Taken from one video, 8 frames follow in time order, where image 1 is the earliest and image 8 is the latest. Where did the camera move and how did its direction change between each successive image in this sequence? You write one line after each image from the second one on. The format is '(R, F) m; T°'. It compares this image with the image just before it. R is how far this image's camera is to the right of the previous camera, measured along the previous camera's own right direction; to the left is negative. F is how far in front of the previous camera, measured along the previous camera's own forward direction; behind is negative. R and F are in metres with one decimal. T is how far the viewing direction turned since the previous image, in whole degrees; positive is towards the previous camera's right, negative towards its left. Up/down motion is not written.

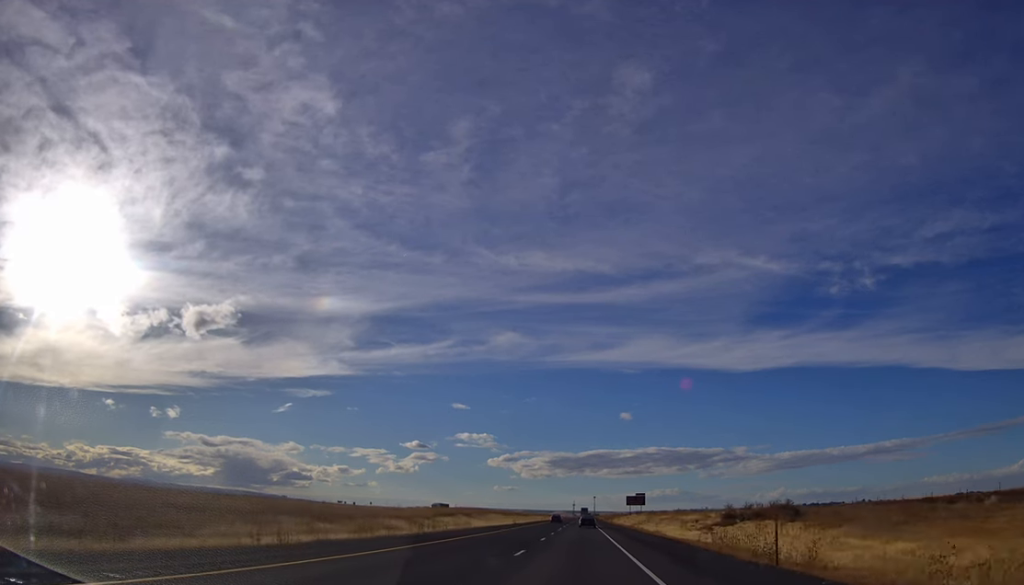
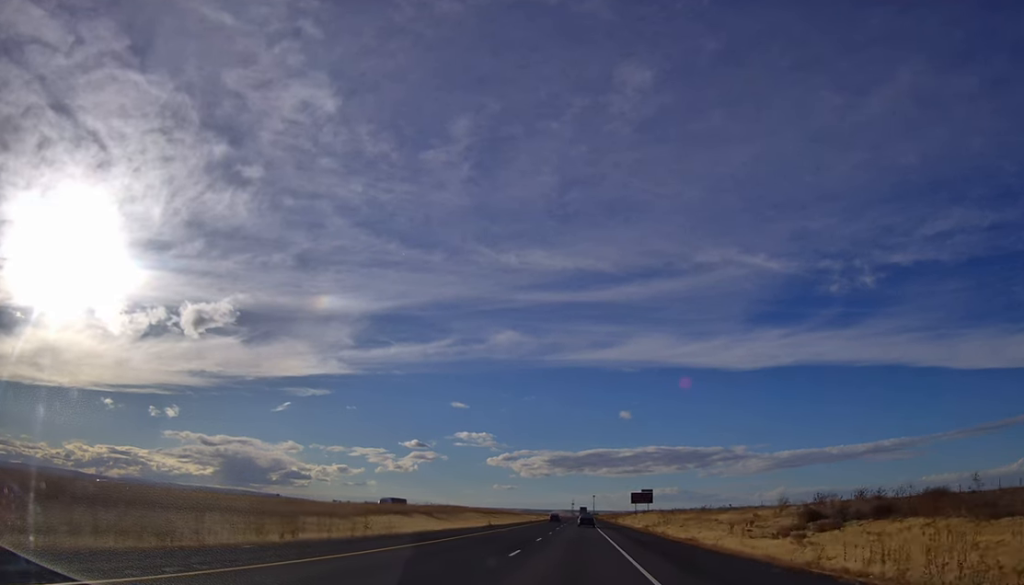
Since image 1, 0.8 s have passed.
(+0.1, +25.4) m; -1°
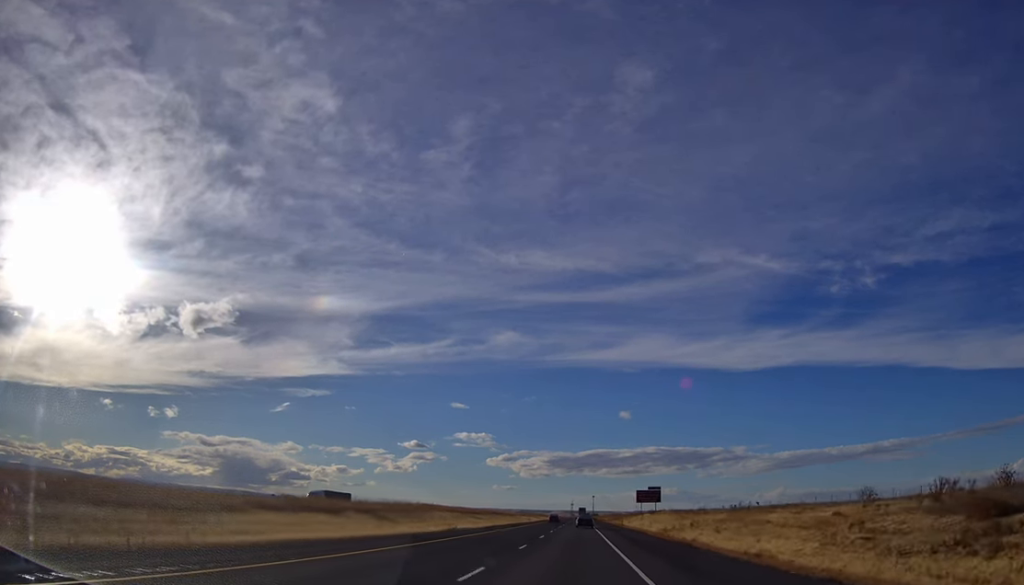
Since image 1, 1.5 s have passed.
(-0.3, +20.0) m; -1°
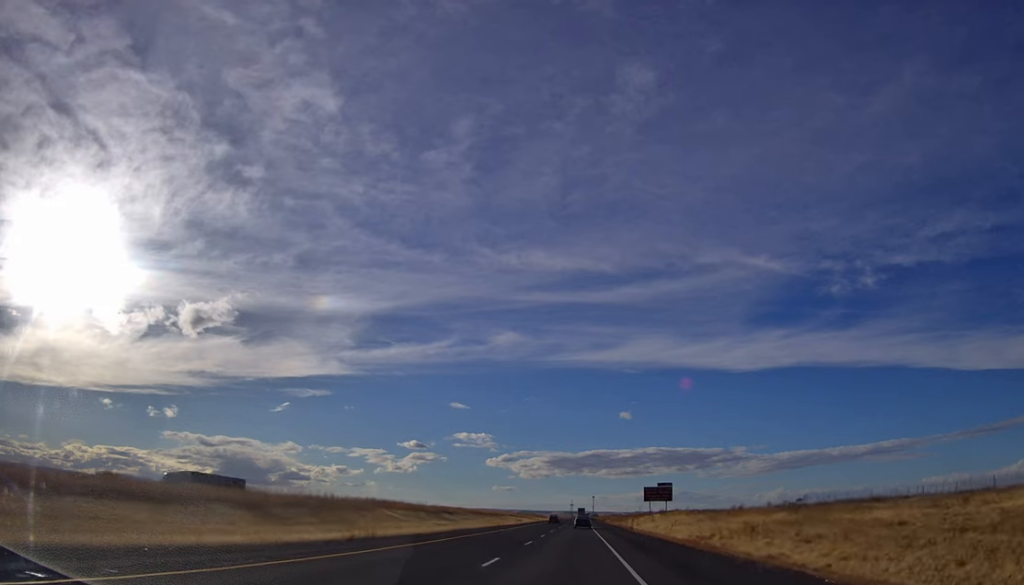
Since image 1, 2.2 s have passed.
(-0.1, +20.9) m; +1°
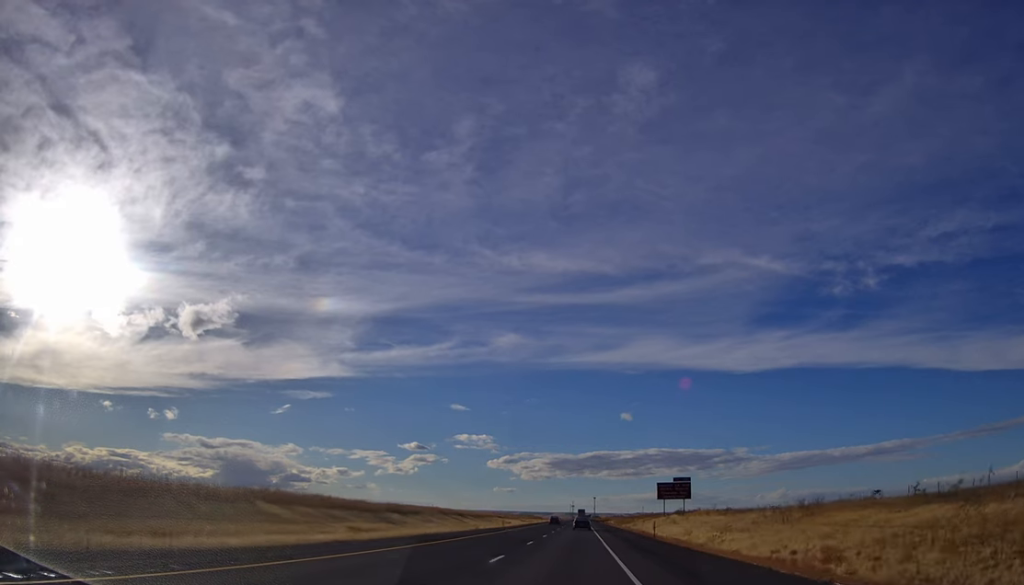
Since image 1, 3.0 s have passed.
(+0.1, +22.7) m; +1°
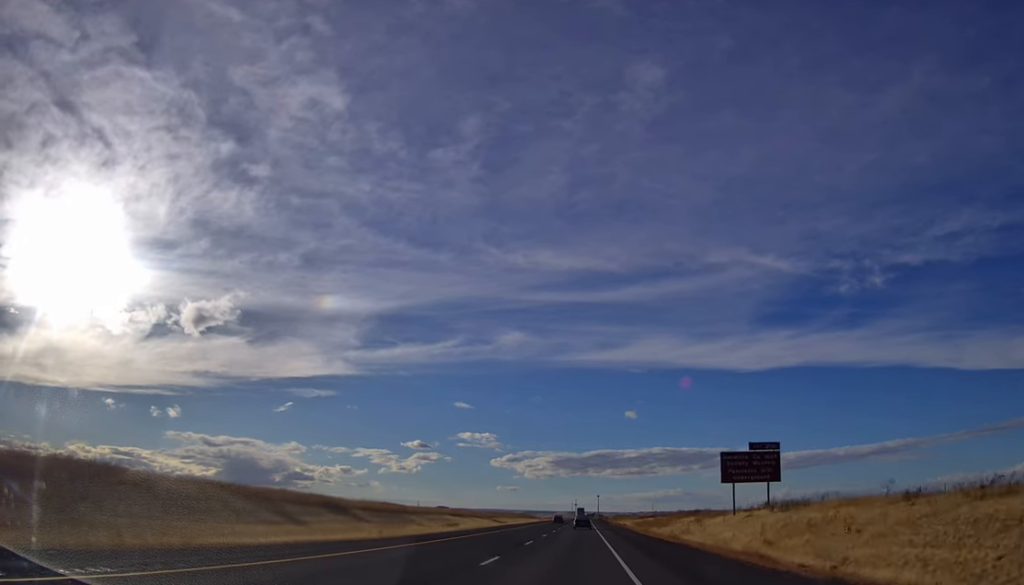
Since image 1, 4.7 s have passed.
(-0.1, +49.9) m; 0°
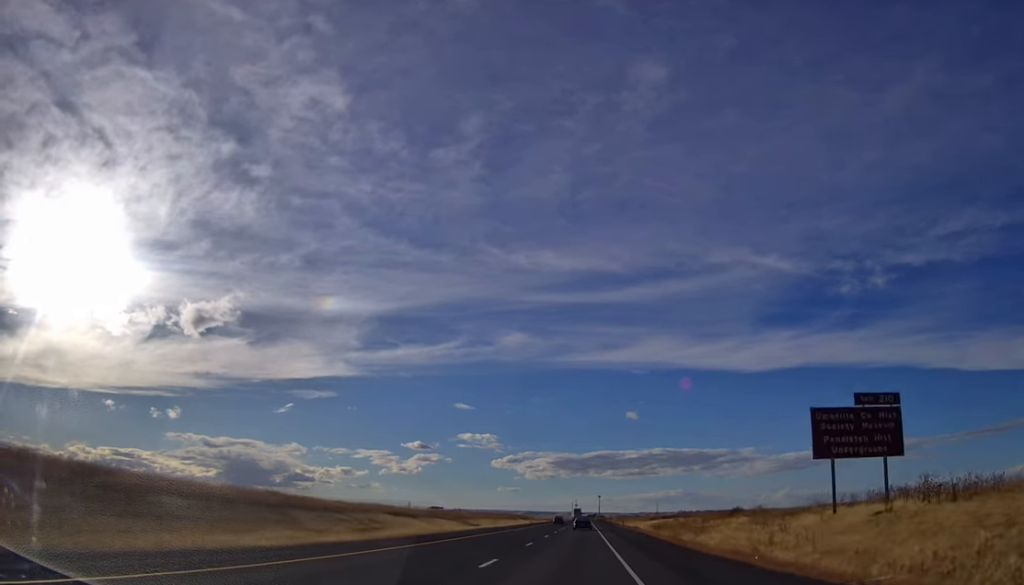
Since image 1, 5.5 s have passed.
(+0.5, +24.3) m; 0°
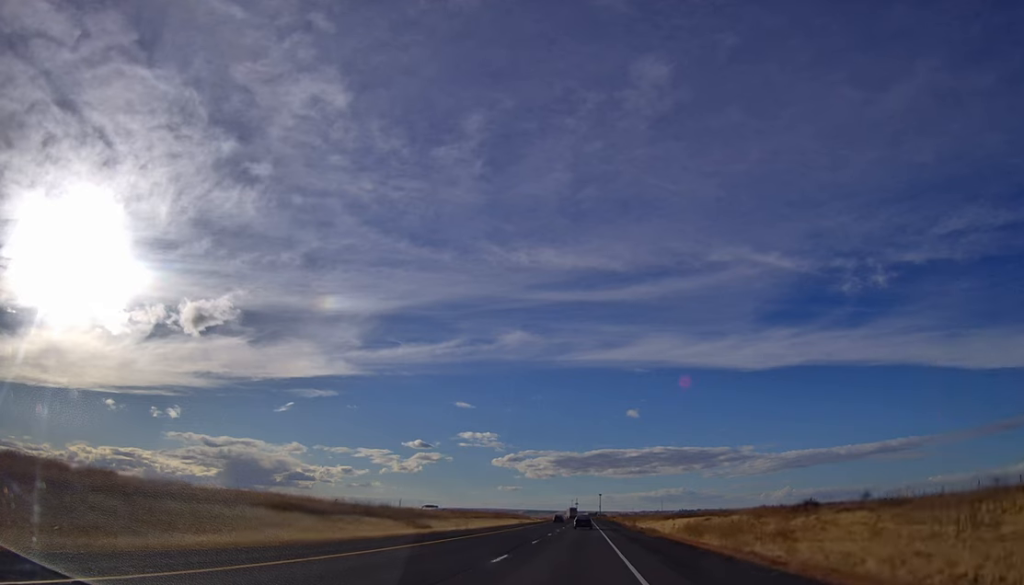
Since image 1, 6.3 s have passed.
(-0.3, +22.7) m; 0°
